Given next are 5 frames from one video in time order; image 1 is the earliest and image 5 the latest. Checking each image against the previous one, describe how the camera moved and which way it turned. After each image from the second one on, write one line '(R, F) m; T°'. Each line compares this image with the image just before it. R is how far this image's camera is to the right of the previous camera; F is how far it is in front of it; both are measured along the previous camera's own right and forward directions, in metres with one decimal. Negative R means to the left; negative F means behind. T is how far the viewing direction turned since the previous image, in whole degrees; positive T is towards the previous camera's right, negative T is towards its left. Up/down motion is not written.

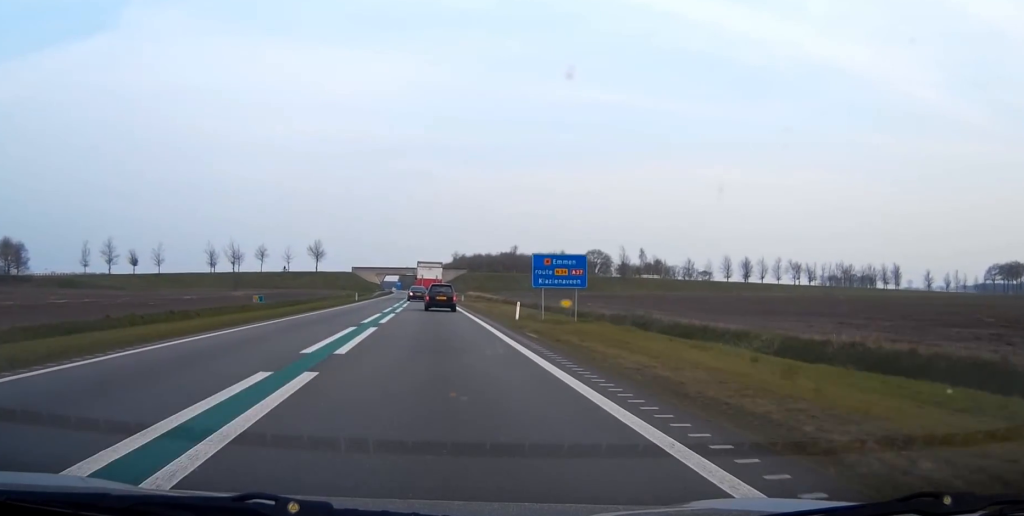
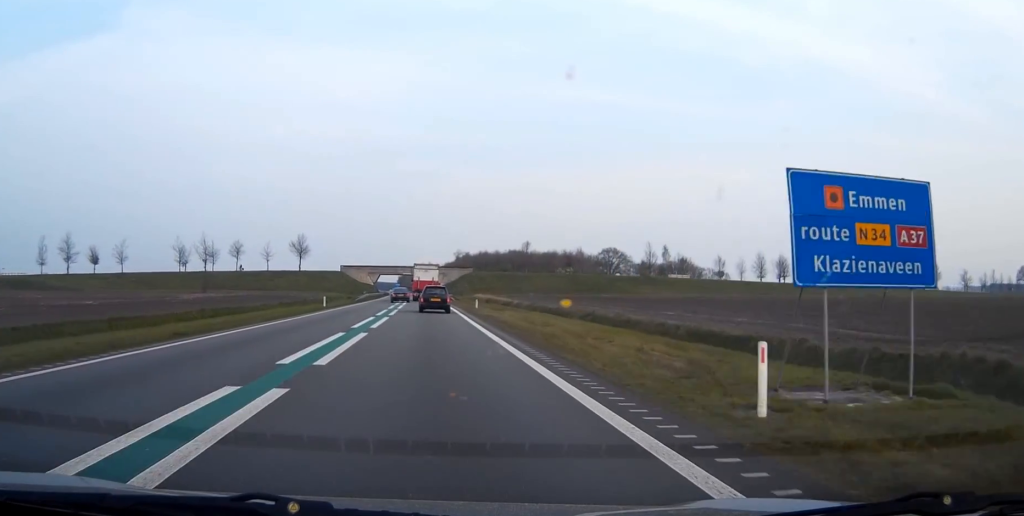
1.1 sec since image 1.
(0.0, +25.7) m; 0°
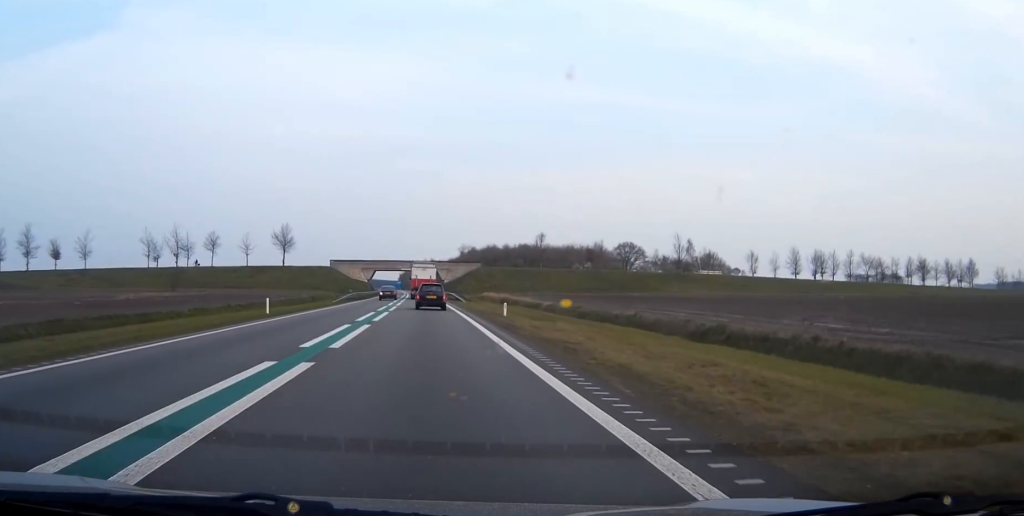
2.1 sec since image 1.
(-0.1, +21.2) m; 0°
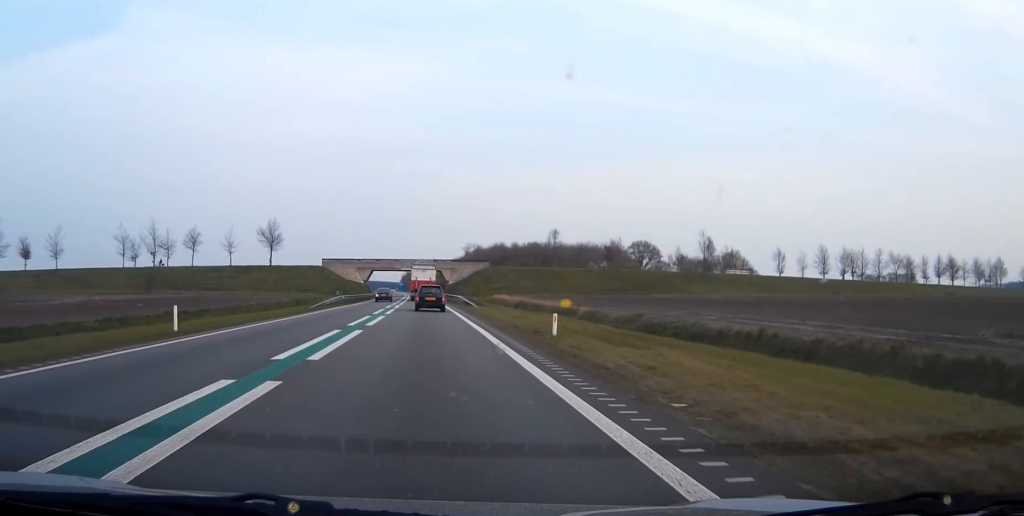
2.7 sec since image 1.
(0.0, +14.4) m; 0°
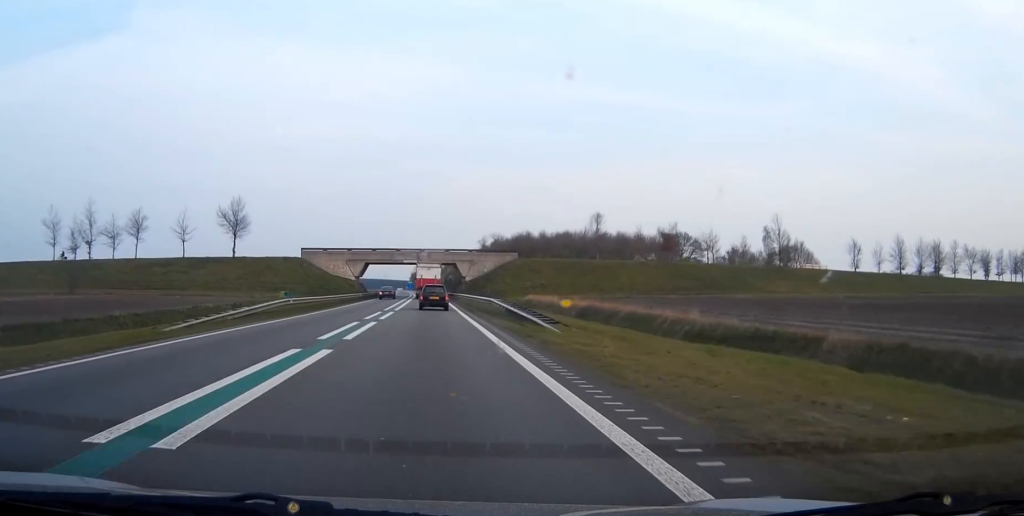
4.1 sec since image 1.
(-0.2, +31.0) m; -1°
